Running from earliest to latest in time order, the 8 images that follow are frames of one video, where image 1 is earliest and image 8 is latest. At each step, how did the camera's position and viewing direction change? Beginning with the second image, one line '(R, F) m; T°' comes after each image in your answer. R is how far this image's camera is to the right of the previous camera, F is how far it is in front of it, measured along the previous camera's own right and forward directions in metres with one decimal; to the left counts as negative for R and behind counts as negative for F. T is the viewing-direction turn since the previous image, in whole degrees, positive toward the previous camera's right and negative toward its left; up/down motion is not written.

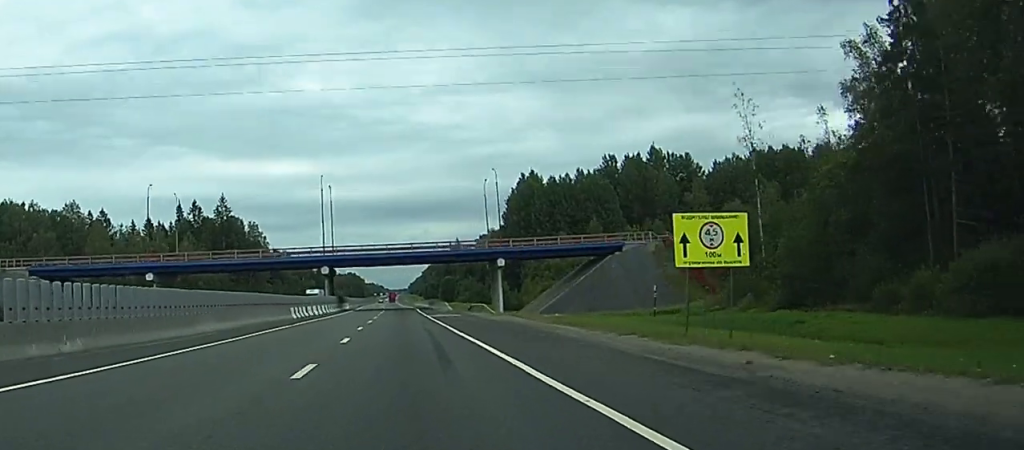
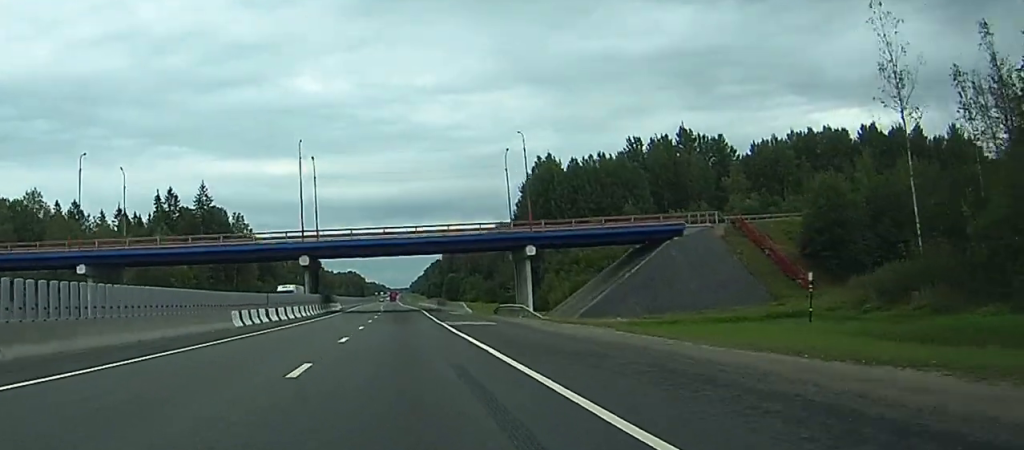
(0.0, +23.5) m; 0°
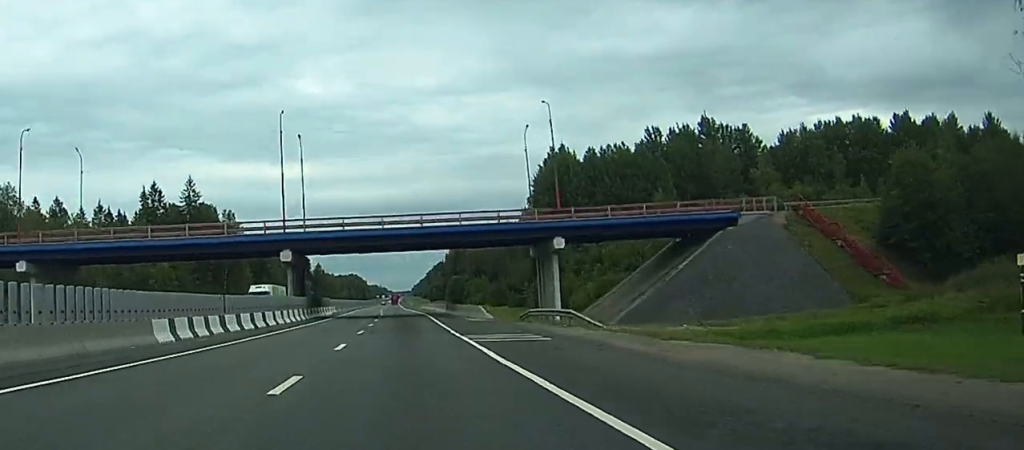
(0.0, +14.5) m; 0°
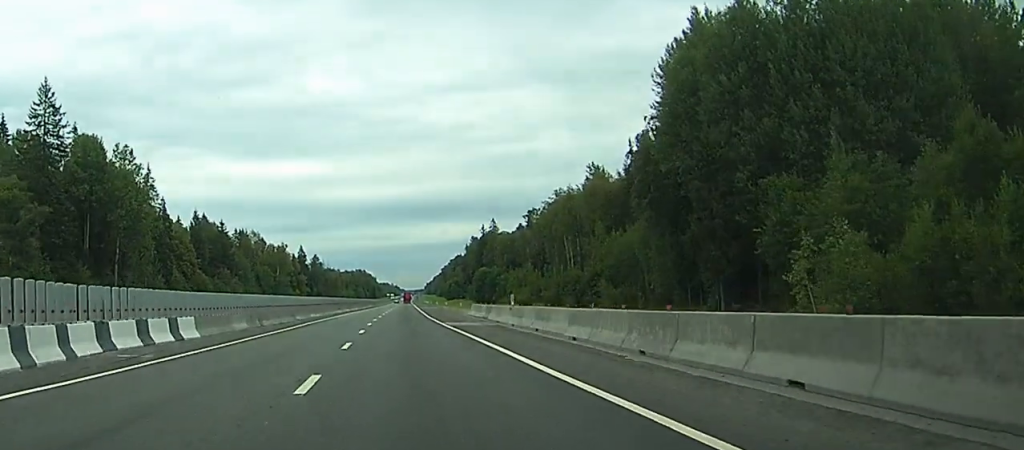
(-0.3, +83.0) m; -1°
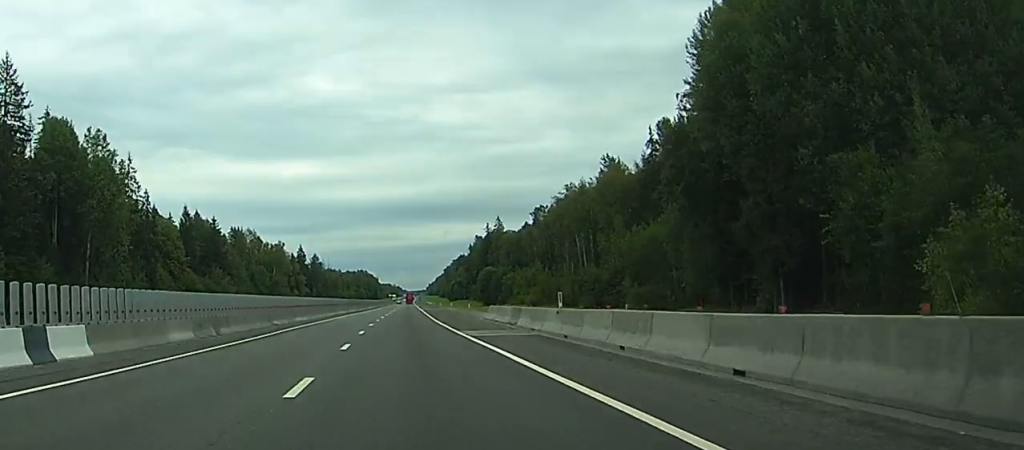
(-0.1, +11.7) m; 0°
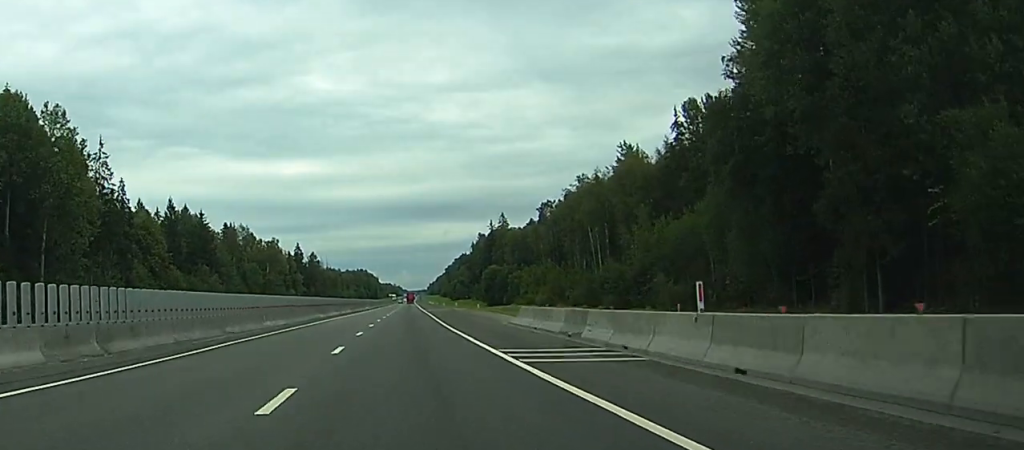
(-0.1, +13.5) m; 0°
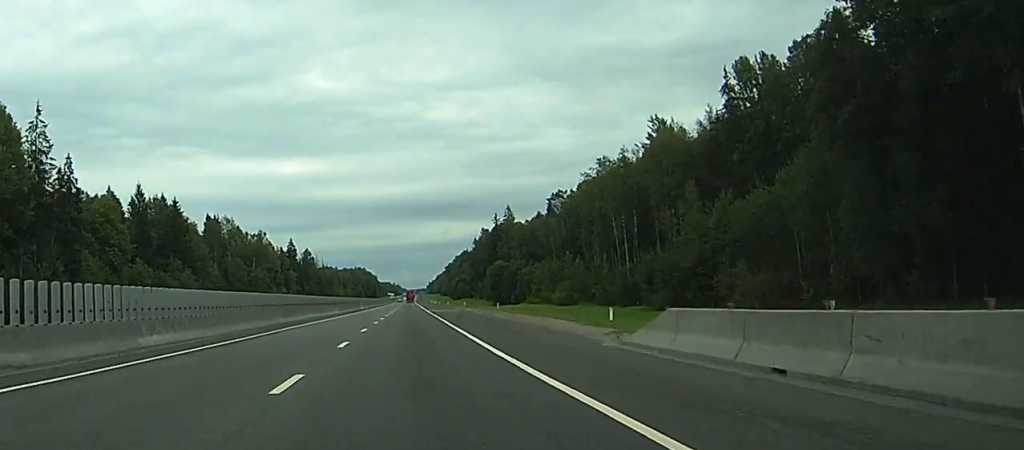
(0.0, +21.8) m; 0°
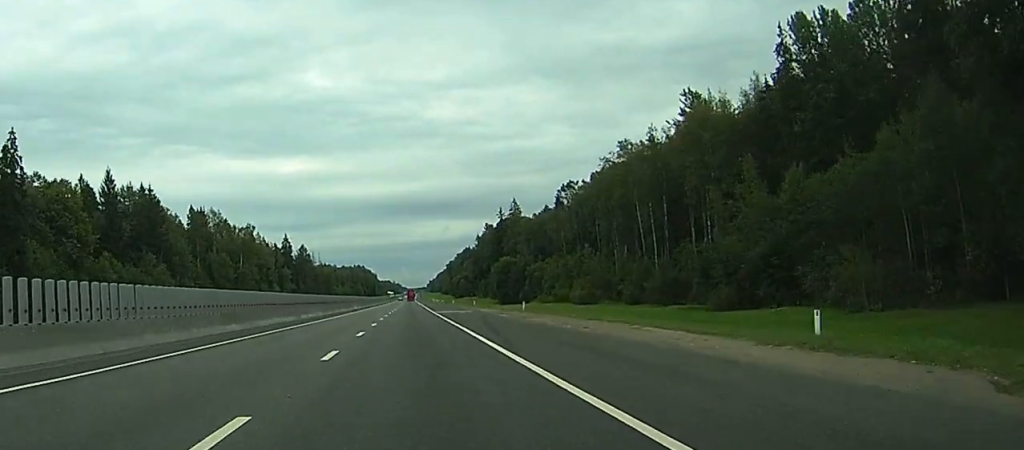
(0.0, +17.3) m; 0°
